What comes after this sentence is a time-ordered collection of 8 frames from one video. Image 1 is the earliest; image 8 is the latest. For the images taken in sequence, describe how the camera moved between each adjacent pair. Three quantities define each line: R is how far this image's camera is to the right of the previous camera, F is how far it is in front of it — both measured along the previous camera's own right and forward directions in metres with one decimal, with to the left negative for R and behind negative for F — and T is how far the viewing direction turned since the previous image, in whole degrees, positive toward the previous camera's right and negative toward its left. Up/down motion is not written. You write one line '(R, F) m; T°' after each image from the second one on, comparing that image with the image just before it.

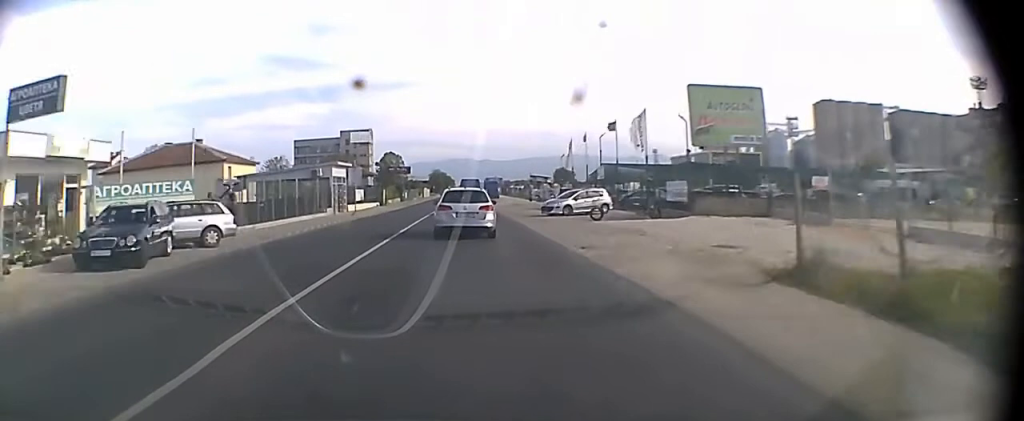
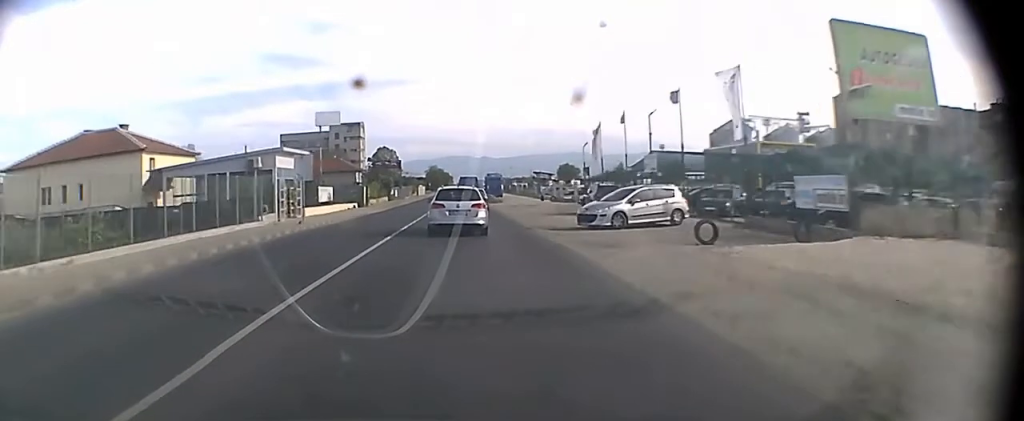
(0.0, +15.4) m; 0°
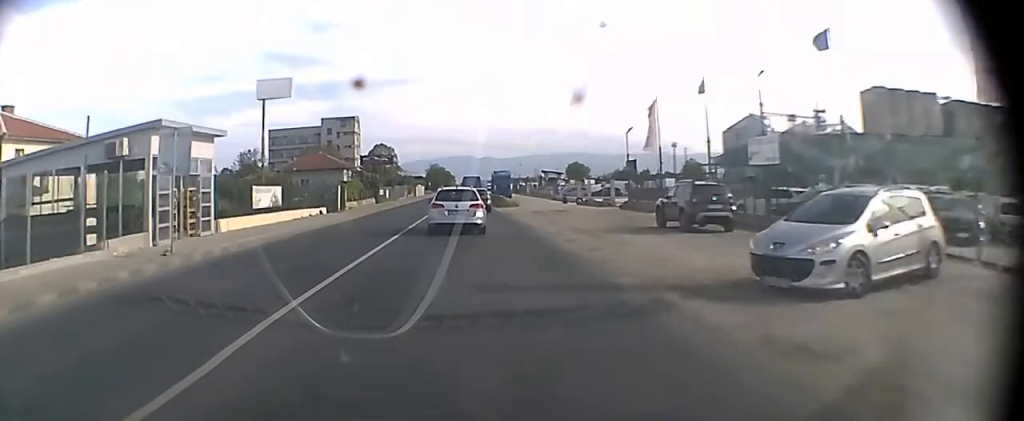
(0.0, +14.0) m; 0°
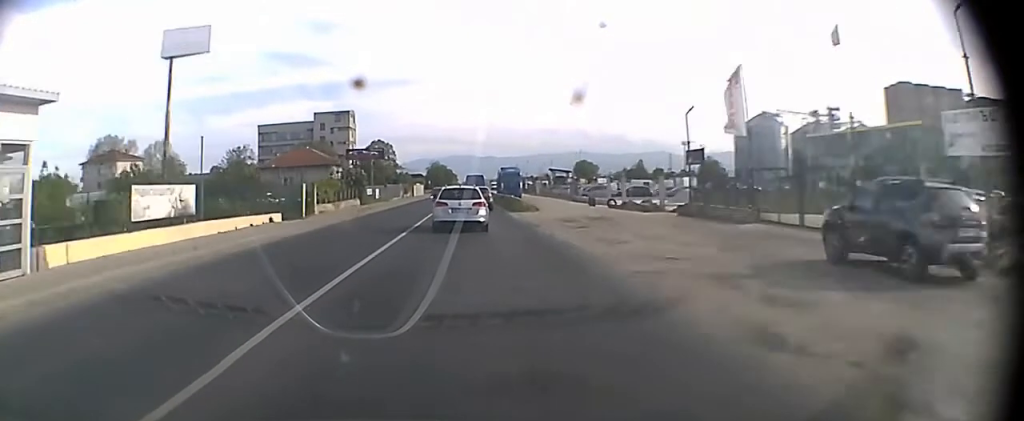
(0.0, +12.5) m; 0°
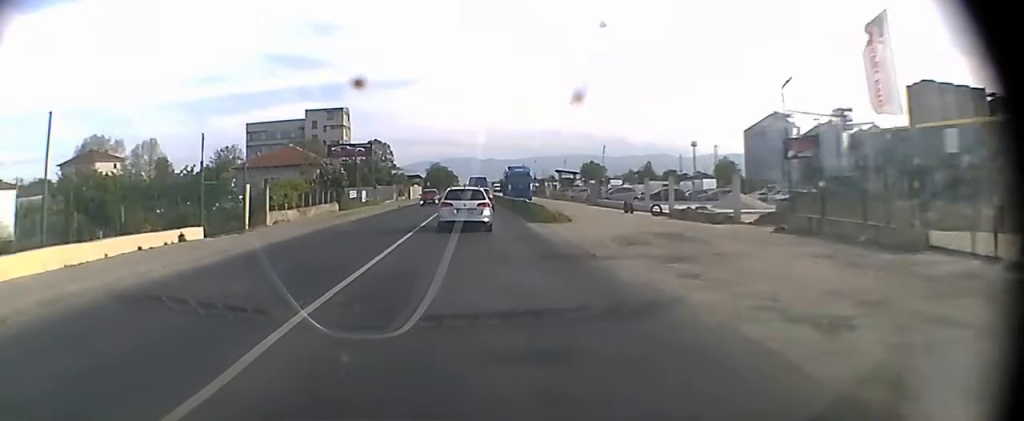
(0.0, +12.6) m; 0°
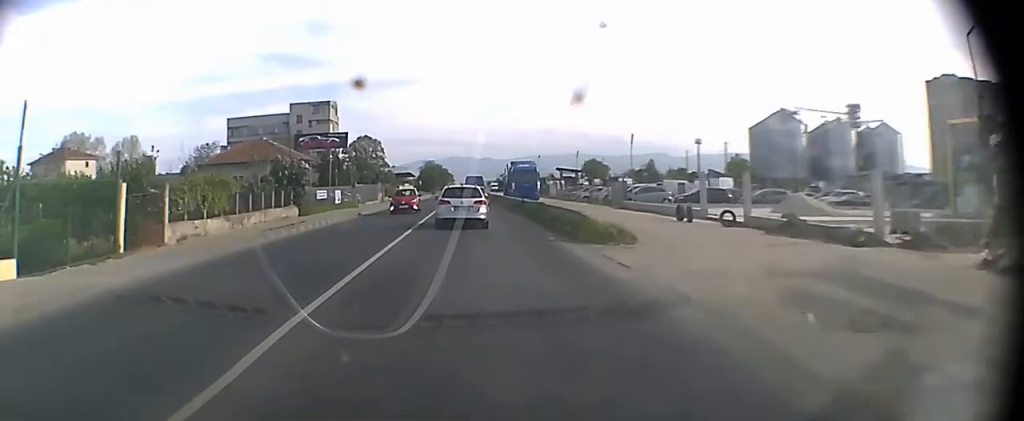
(0.0, +11.2) m; 0°
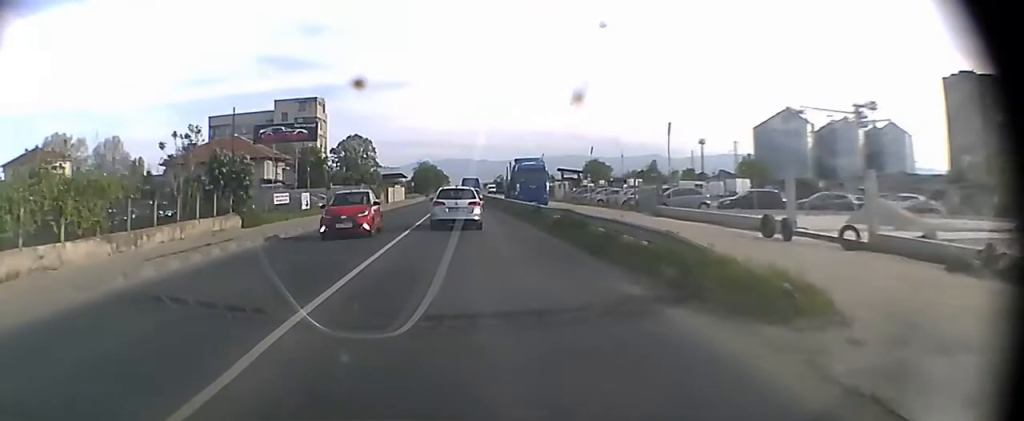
(0.0, +9.6) m; 0°
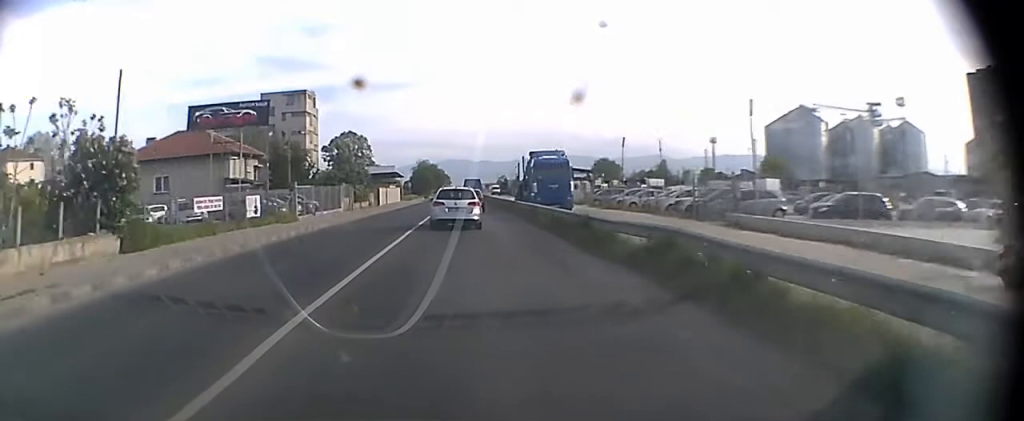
(0.0, +11.3) m; 0°
